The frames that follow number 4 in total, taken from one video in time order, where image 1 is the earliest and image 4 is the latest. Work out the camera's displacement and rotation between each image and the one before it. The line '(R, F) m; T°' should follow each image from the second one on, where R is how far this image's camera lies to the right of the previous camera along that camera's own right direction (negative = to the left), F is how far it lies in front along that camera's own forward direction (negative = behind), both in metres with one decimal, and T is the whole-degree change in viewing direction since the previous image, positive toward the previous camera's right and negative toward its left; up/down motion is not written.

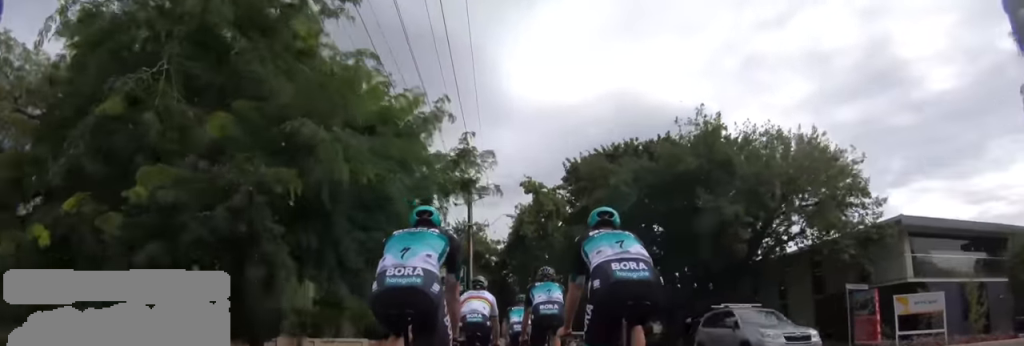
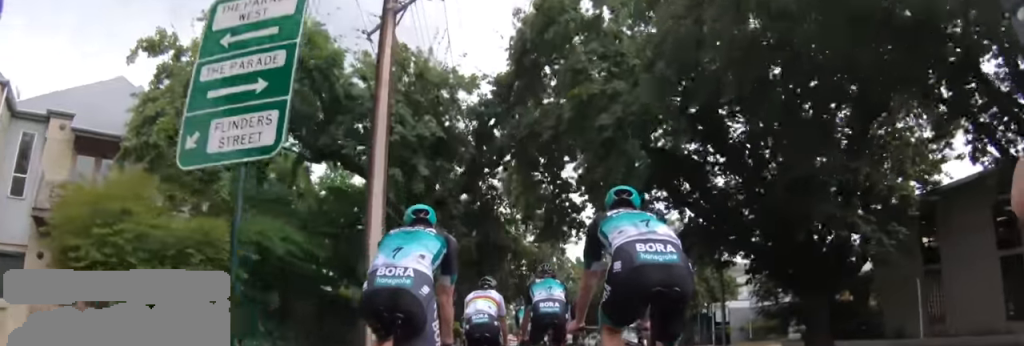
(-1.0, +16.8) m; 0°
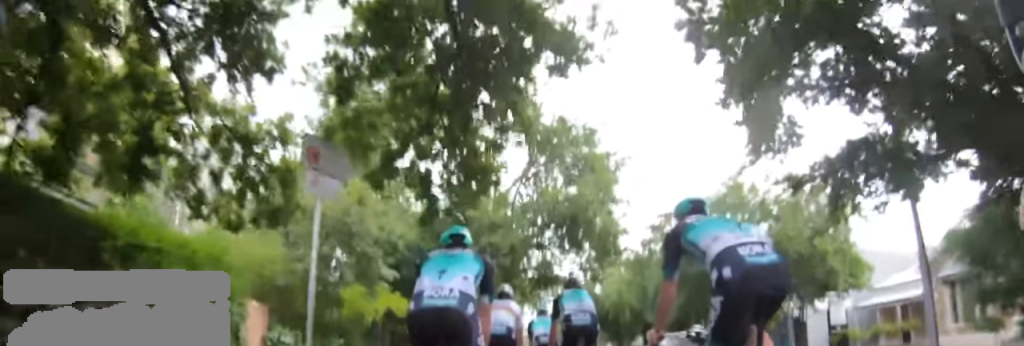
(+1.0, +12.0) m; +5°
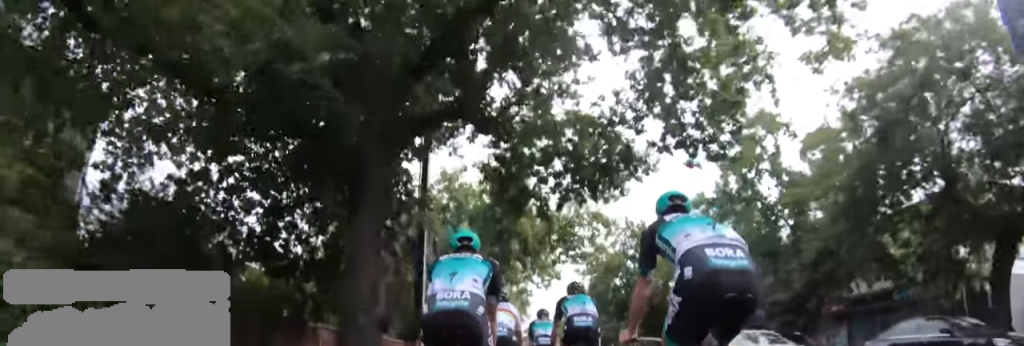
(0.0, +12.7) m; 0°
